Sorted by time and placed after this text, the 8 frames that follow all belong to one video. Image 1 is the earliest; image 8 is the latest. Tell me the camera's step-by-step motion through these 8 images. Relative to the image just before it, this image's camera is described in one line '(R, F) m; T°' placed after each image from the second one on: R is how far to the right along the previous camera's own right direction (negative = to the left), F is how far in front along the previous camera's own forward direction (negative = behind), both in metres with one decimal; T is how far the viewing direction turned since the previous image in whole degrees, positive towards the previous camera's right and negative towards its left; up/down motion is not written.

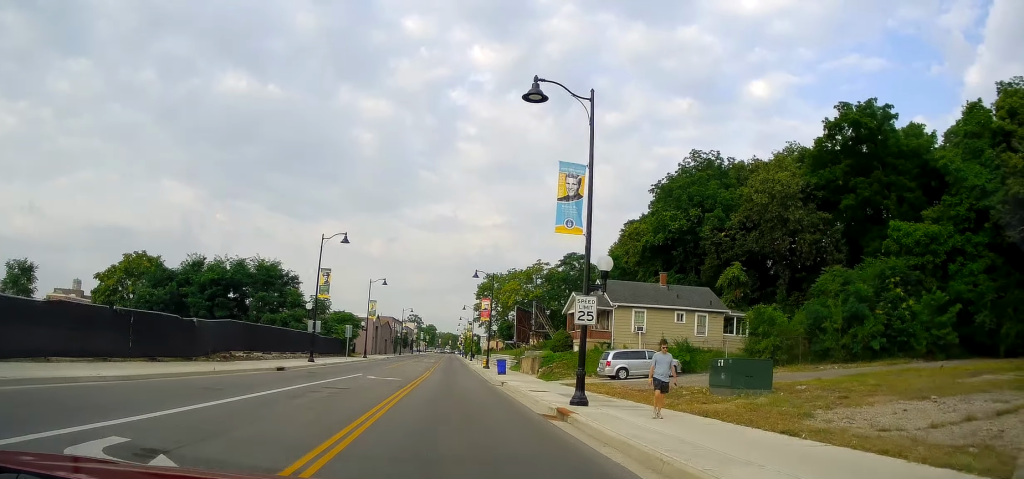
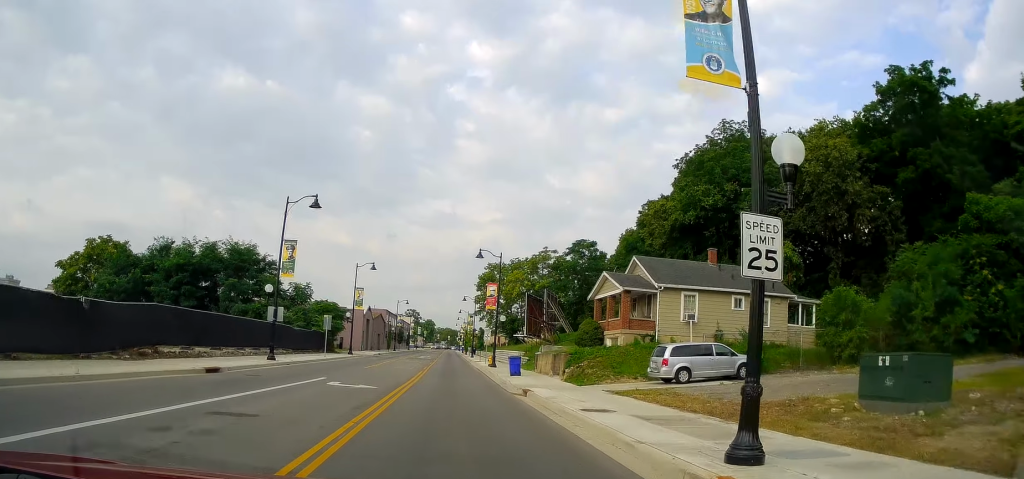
(+0.2, +9.4) m; 0°
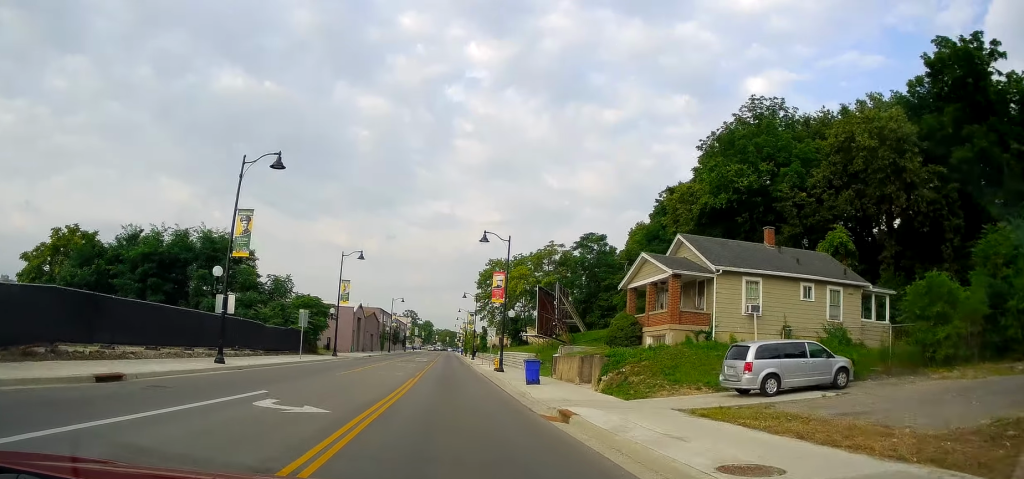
(+0.4, +7.7) m; -3°
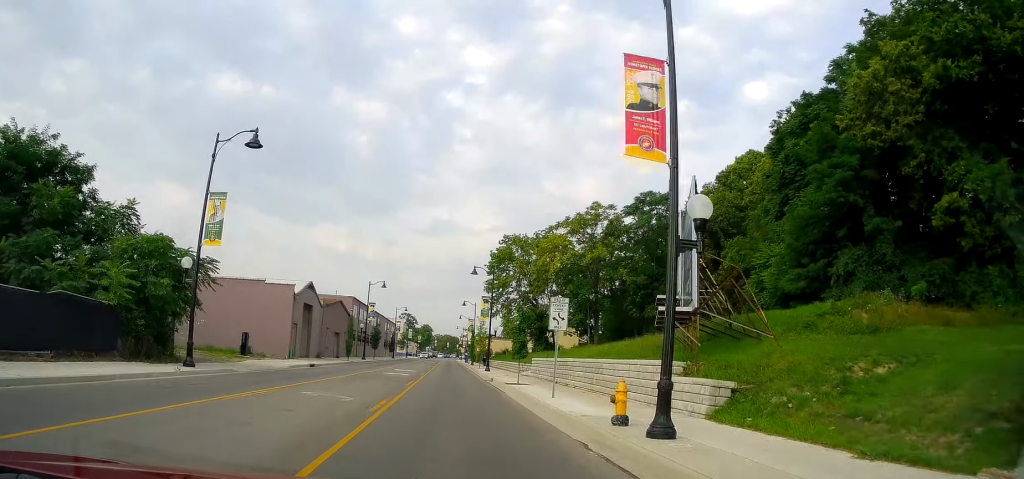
(-0.8, +29.7) m; +3°
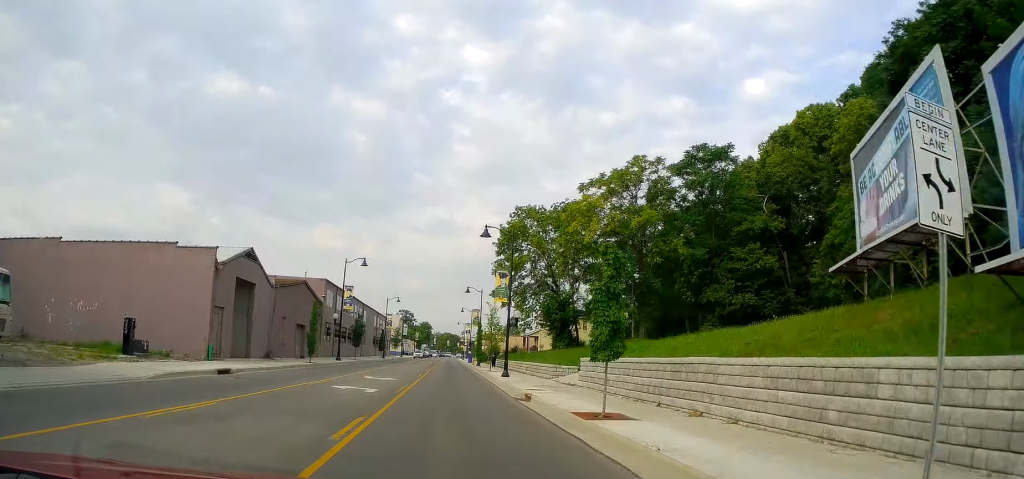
(0.0, +16.1) m; -1°
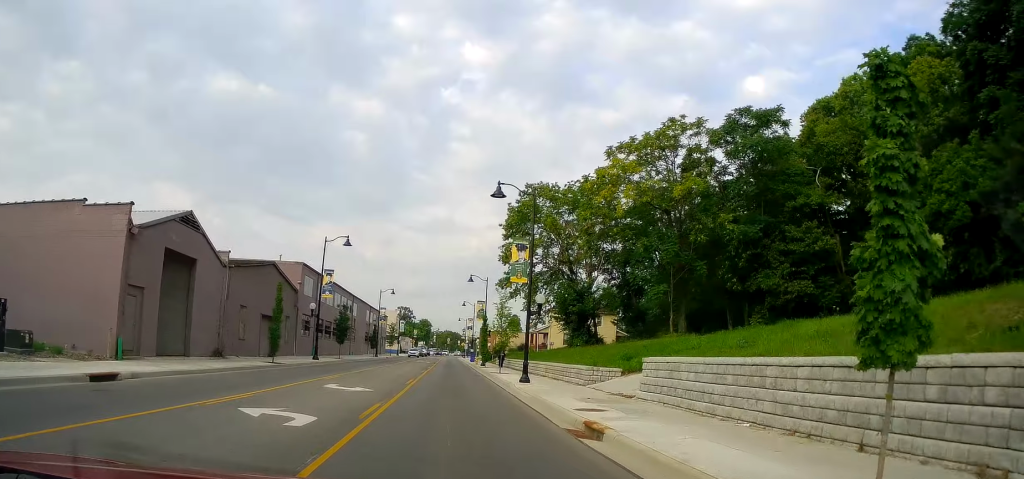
(-0.1, +9.1) m; 0°
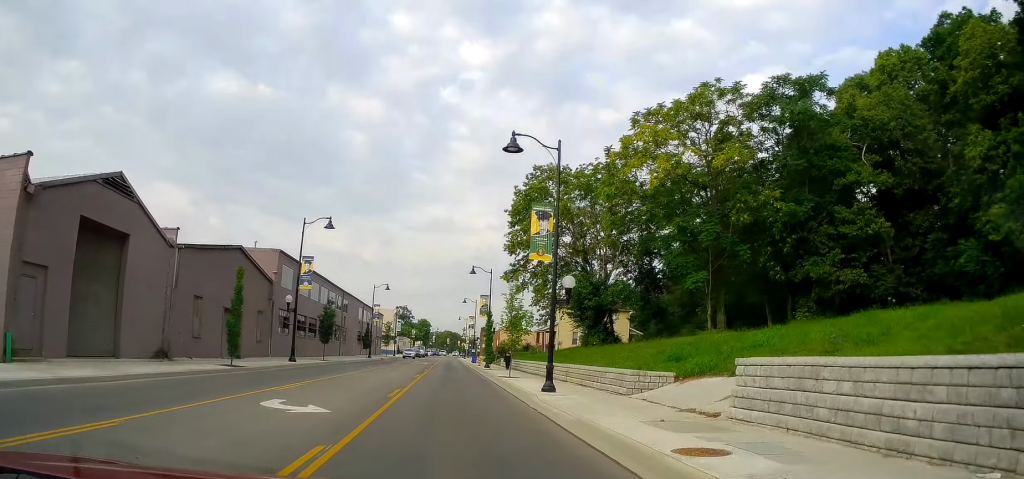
(+0.2, +6.6) m; 0°
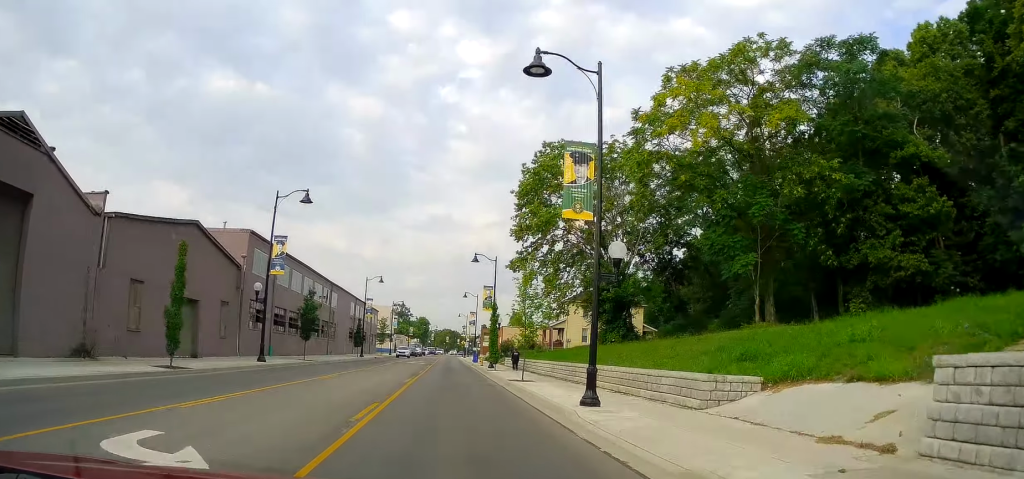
(-0.1, +6.2) m; 0°
